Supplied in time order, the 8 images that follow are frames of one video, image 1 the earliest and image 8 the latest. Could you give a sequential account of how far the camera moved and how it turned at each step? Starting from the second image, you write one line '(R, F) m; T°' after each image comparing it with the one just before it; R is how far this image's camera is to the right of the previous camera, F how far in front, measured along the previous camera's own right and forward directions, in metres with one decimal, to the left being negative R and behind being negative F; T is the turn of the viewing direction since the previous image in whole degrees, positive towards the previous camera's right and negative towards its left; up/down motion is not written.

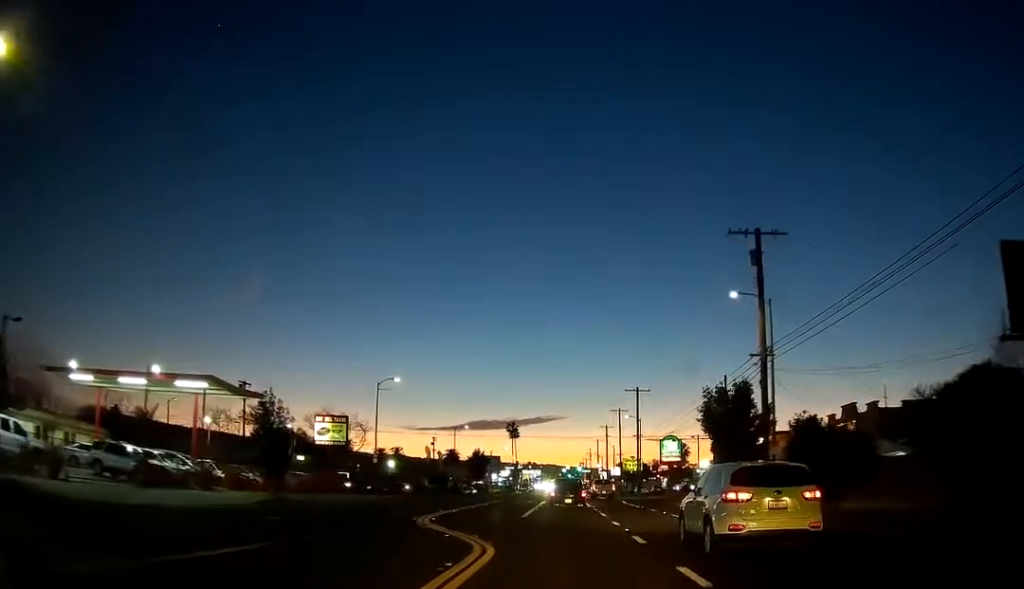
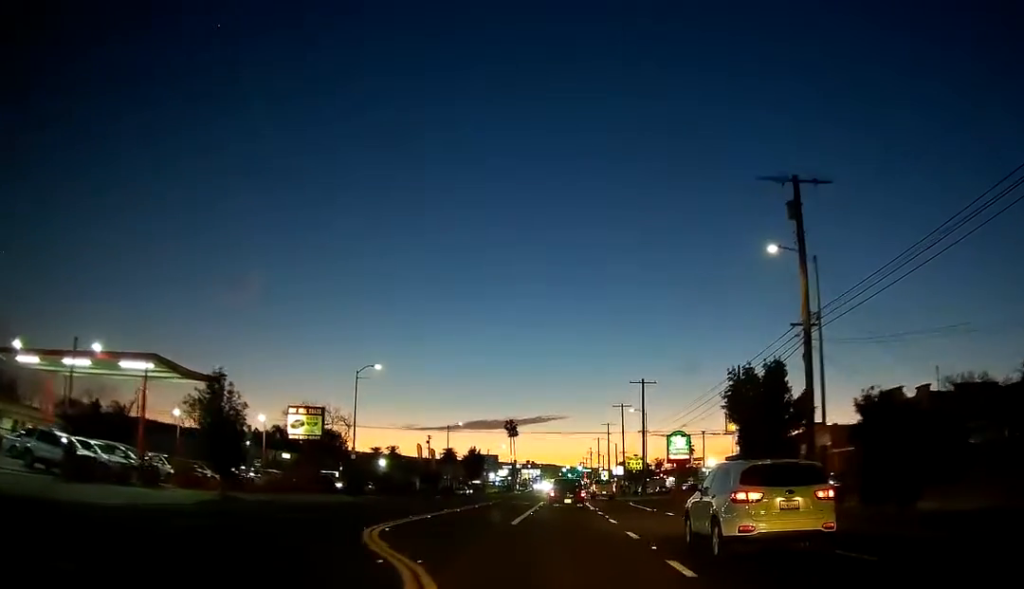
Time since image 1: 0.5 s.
(+0.1, +6.8) m; 0°
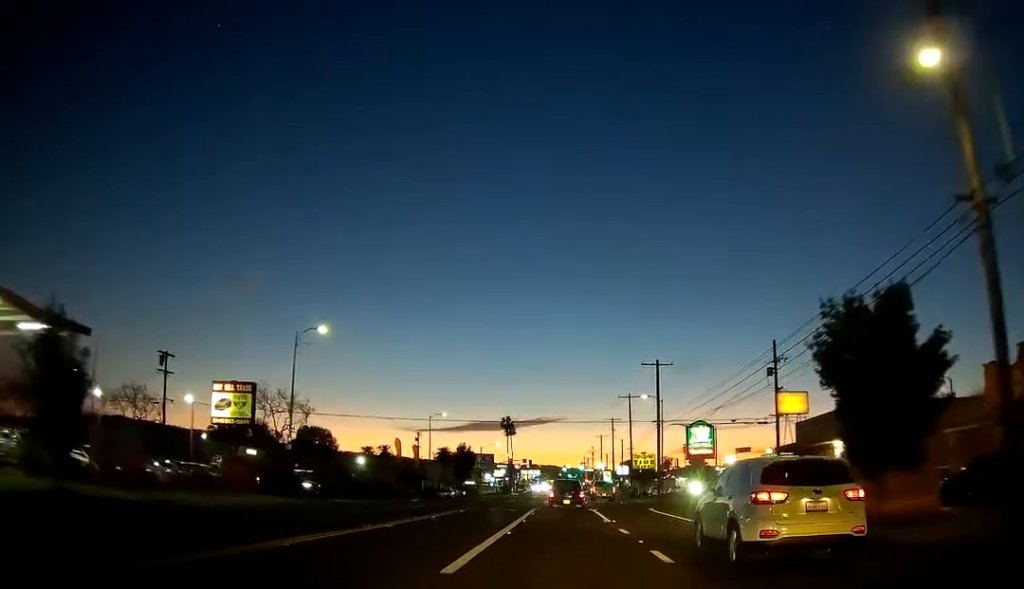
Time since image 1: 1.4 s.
(0.0, +13.1) m; -1°
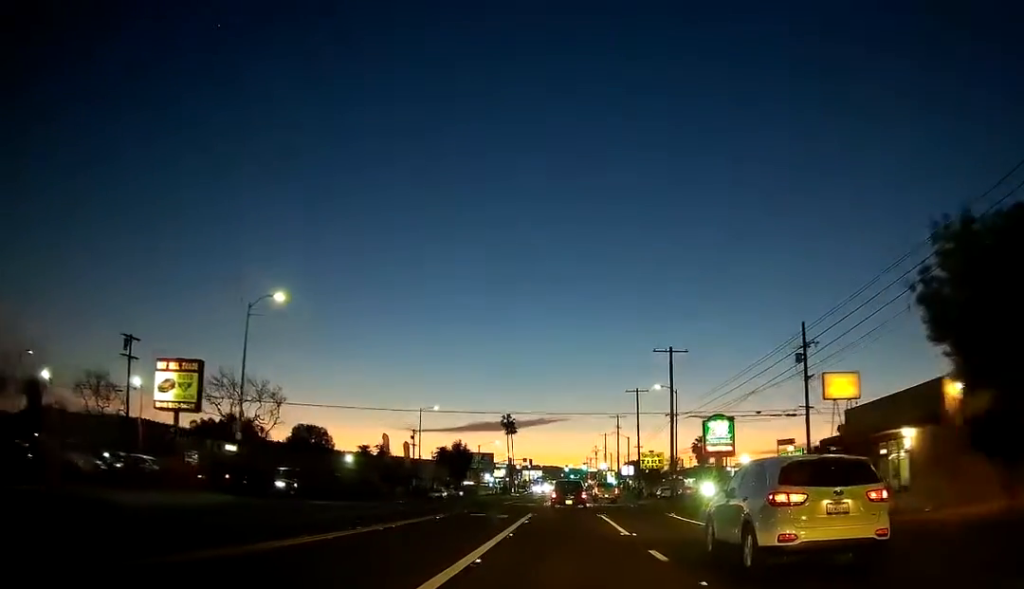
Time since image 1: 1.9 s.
(-0.2, +7.7) m; 0°
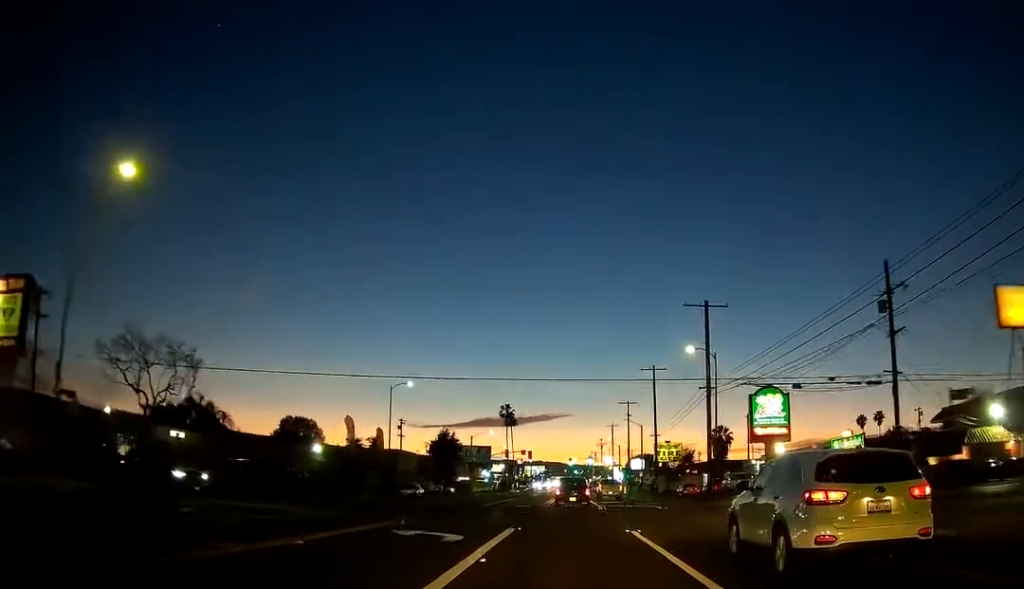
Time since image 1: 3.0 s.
(+0.2, +15.3) m; +1°
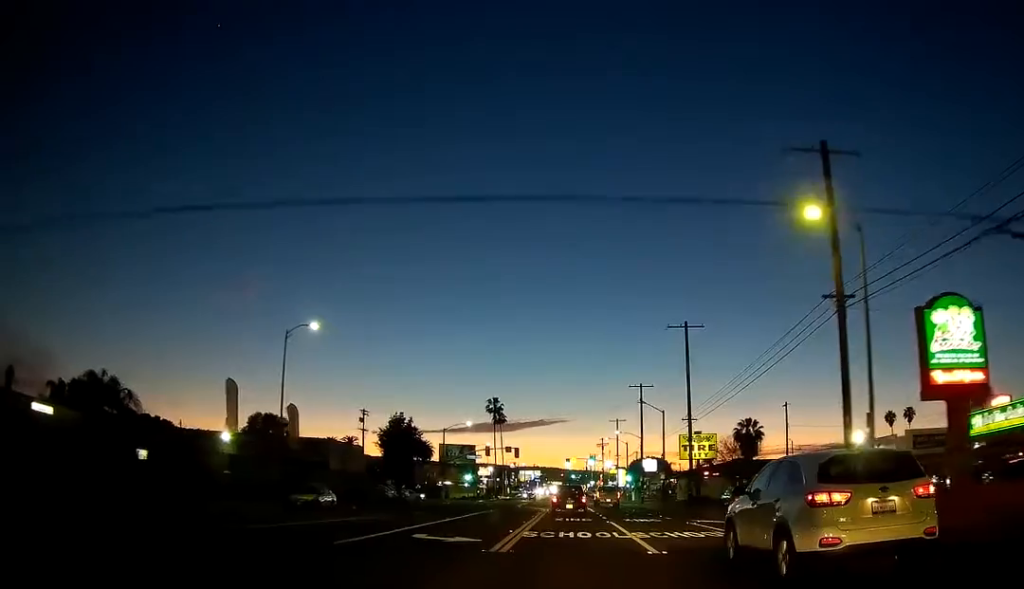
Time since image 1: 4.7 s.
(-0.1, +24.5) m; 0°
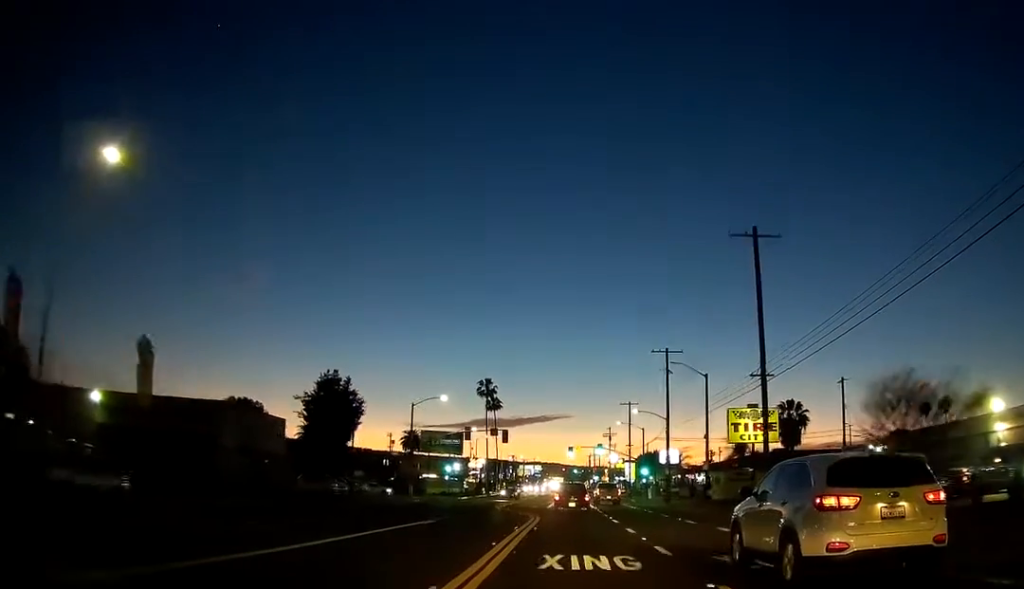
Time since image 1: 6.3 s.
(0.0, +21.1) m; 0°
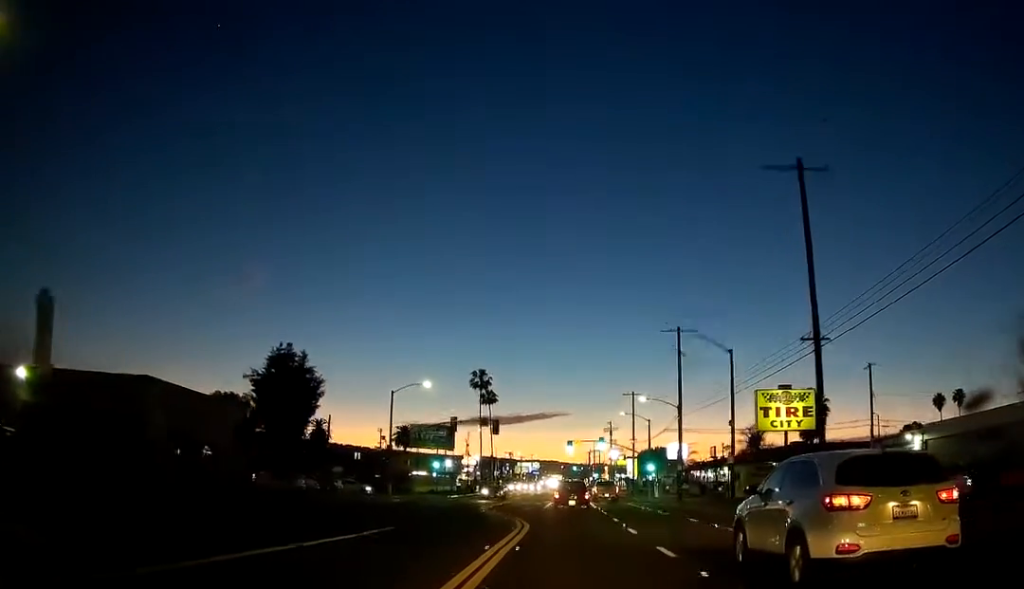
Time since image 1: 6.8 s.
(0.0, +8.0) m; 0°
